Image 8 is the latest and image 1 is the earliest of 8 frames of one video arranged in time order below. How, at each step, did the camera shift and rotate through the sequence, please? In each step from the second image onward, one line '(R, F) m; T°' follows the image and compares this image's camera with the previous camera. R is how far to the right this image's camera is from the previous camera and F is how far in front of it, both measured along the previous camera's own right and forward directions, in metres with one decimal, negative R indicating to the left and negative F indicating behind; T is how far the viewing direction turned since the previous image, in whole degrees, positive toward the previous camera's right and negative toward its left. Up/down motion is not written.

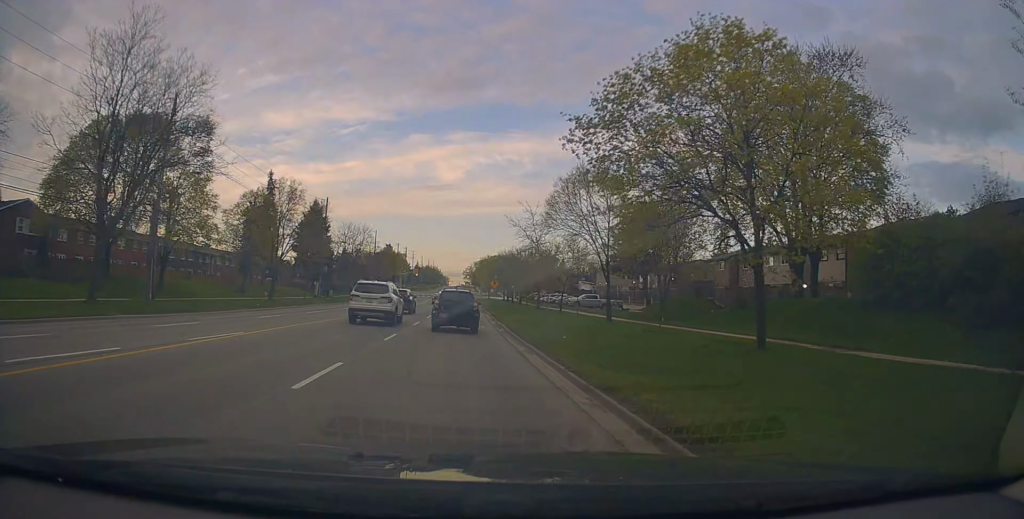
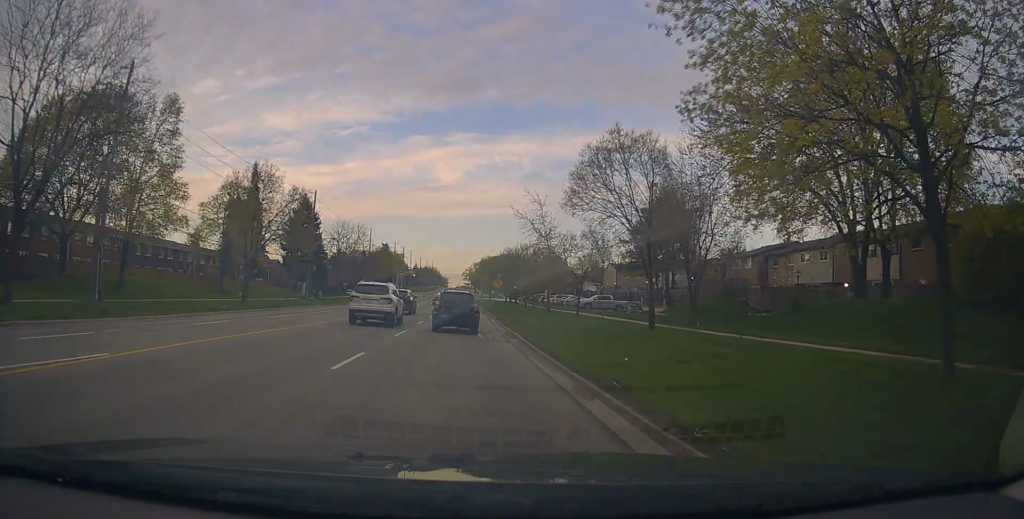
(0.0, +6.9) m; +1°
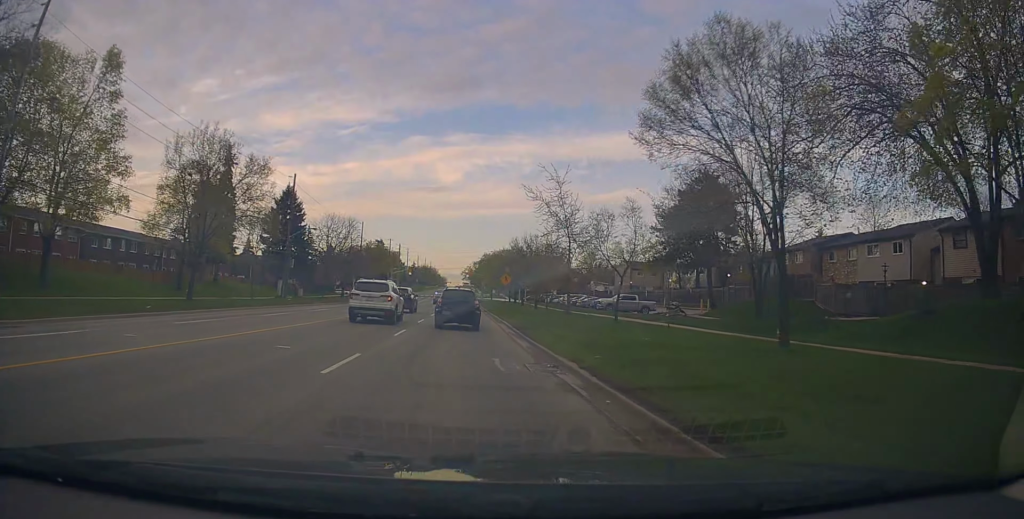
(-0.1, +9.7) m; +2°
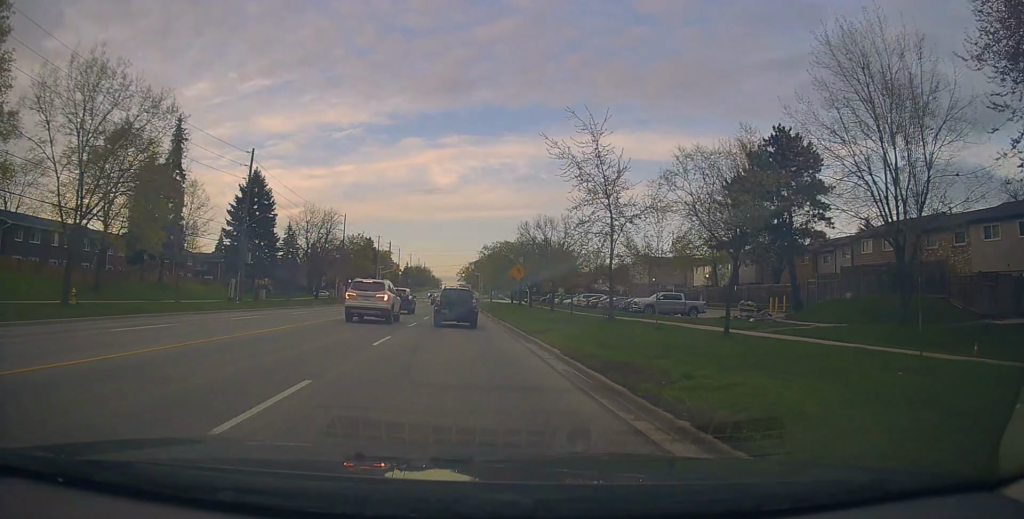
(+0.7, +13.1) m; -1°
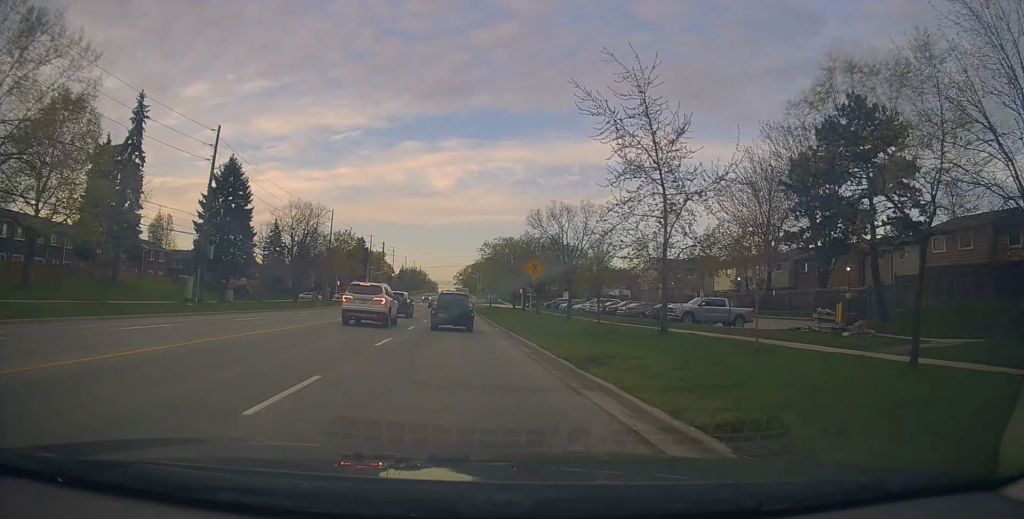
(-0.7, +8.5) m; 0°
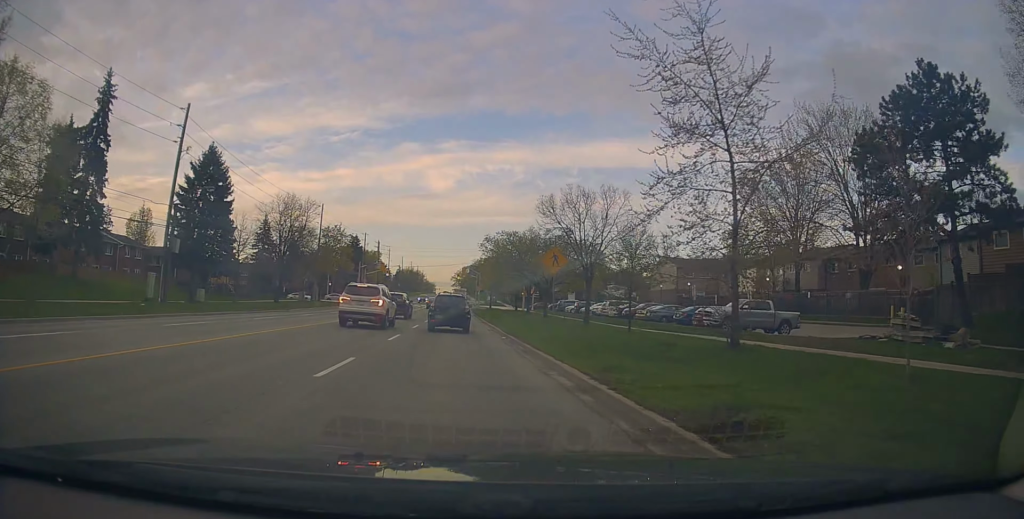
(-0.3, +5.7) m; 0°
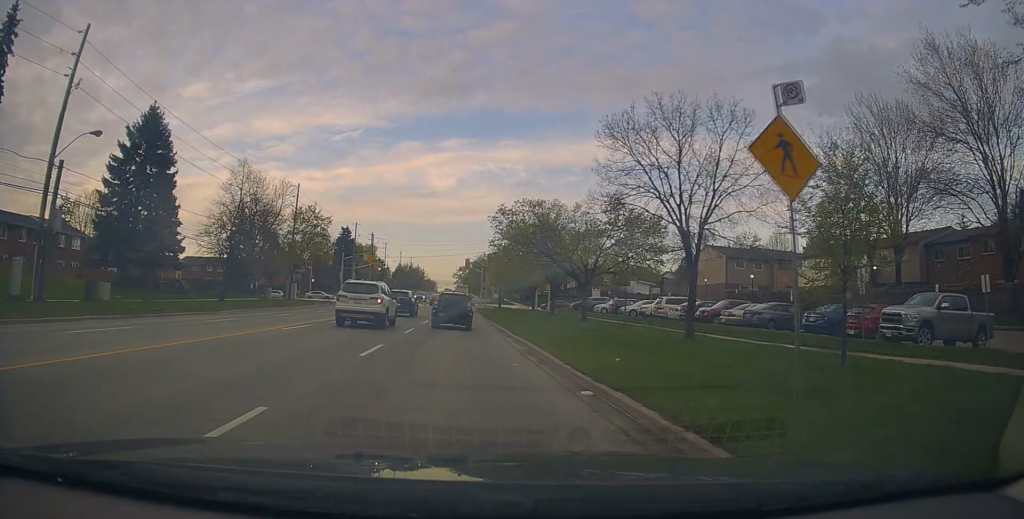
(+0.9, +14.8) m; +3°
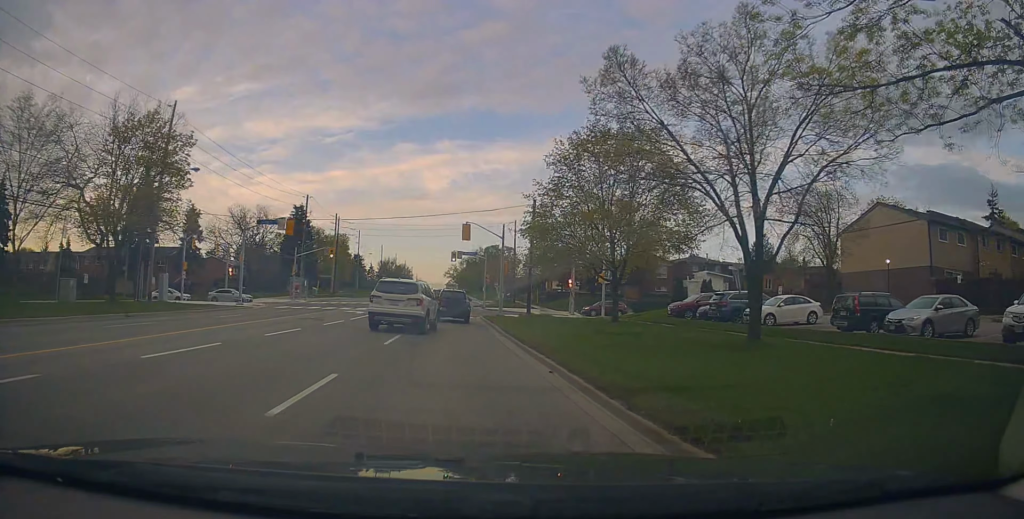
(-0.1, +33.6) m; +1°
